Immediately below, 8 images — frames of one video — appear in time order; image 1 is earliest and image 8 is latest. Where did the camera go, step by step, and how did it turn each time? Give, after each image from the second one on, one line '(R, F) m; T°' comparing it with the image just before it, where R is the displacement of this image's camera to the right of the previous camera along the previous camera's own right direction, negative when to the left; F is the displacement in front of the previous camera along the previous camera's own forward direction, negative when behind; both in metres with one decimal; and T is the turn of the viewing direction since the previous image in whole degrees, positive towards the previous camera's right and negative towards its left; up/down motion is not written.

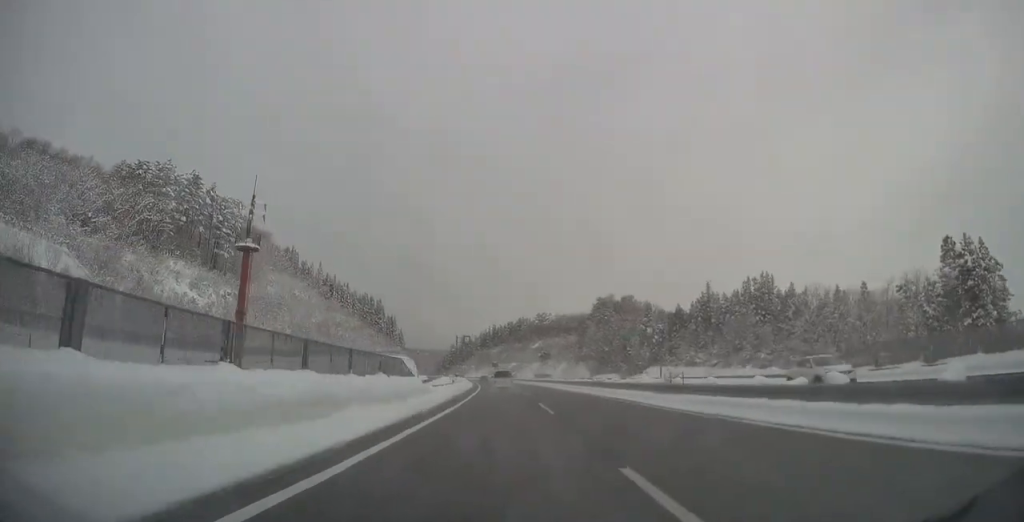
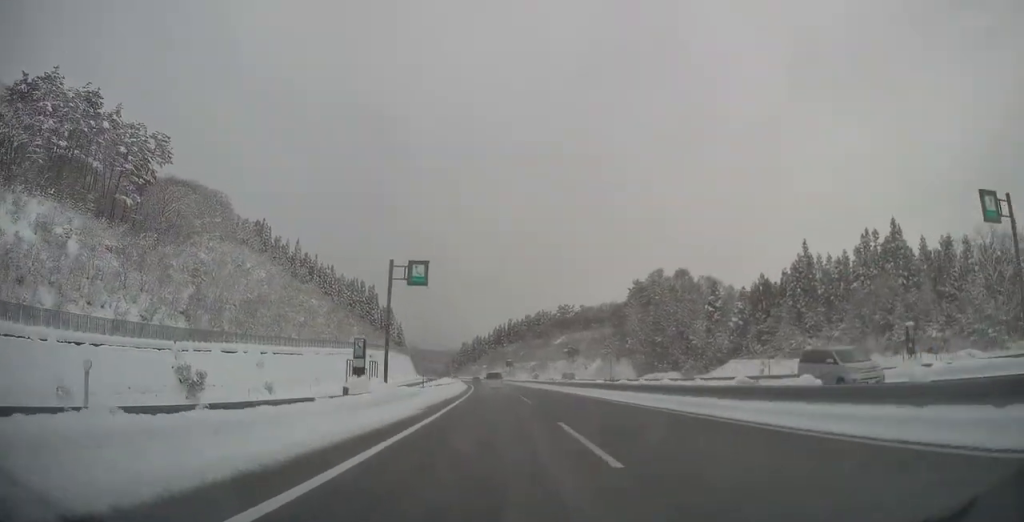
(0.0, +51.7) m; -1°
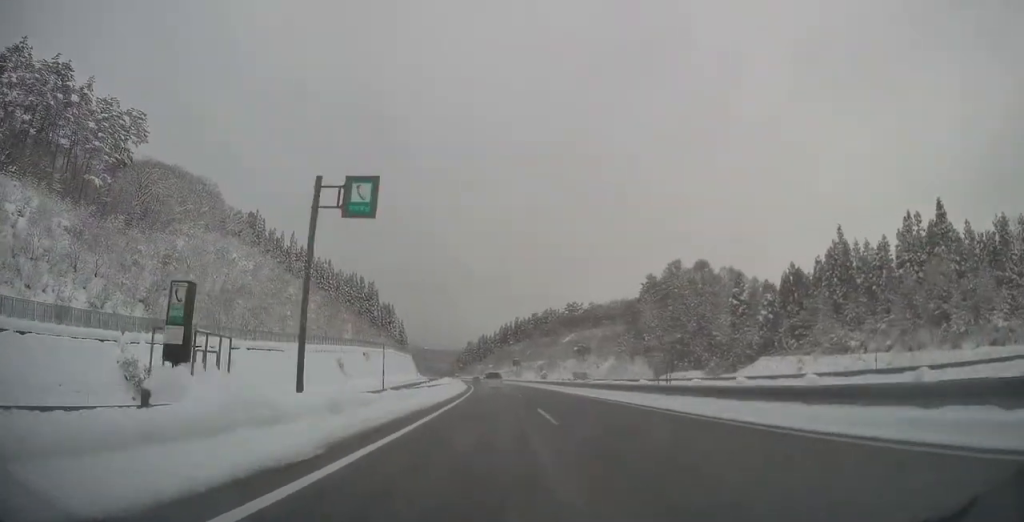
(0.0, +12.2) m; -1°
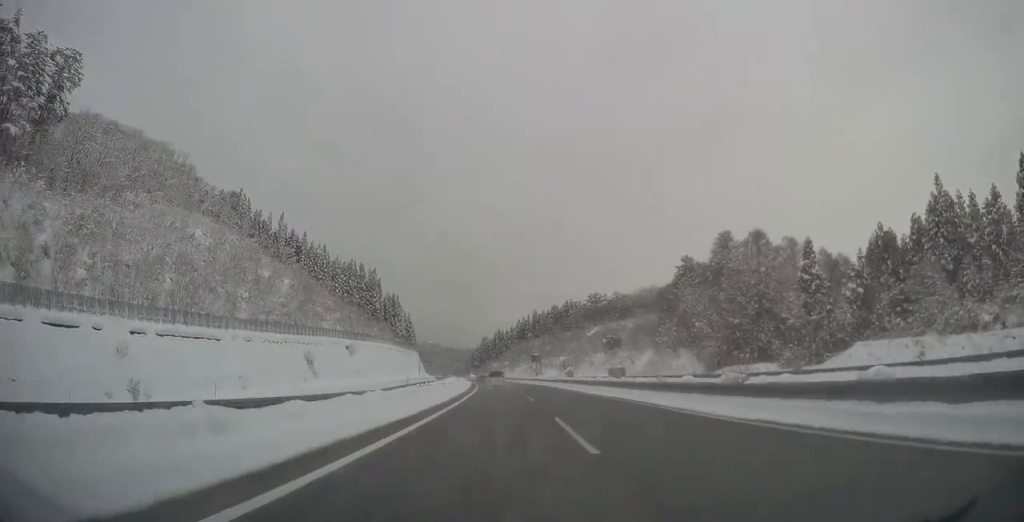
(-0.8, +26.6) m; -2°
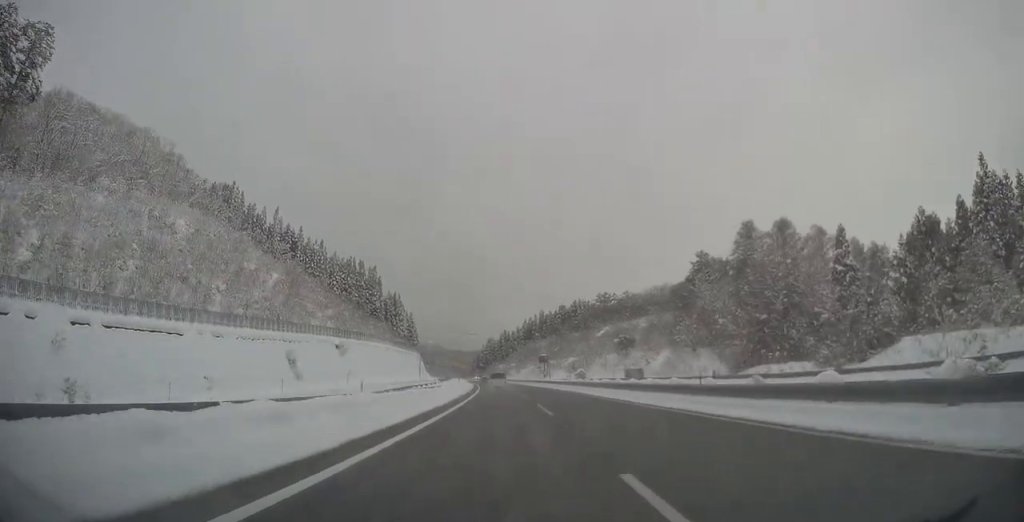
(-0.1, +9.9) m; 0°
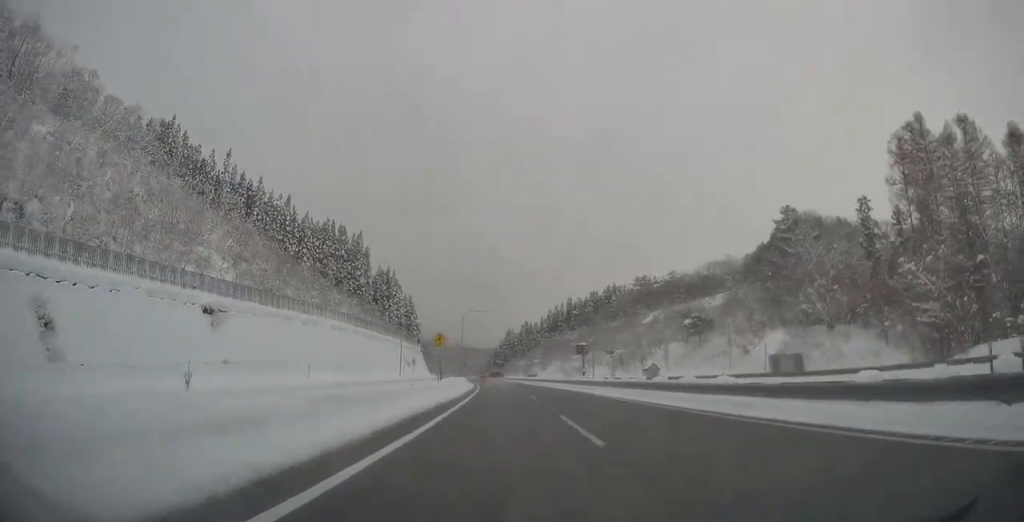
(-1.1, +49.0) m; -2°
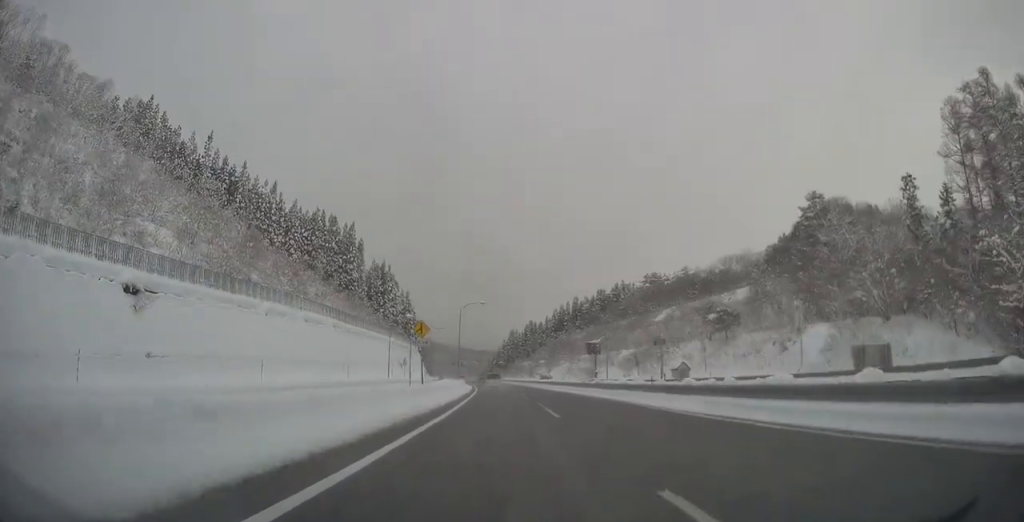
(+0.1, +12.2) m; 0°
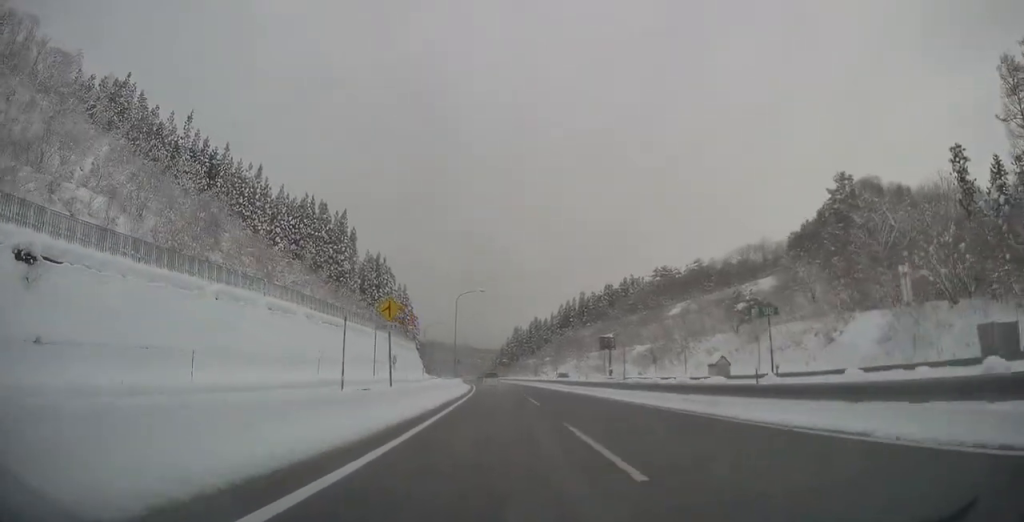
(+0.3, +11.5) m; 0°
